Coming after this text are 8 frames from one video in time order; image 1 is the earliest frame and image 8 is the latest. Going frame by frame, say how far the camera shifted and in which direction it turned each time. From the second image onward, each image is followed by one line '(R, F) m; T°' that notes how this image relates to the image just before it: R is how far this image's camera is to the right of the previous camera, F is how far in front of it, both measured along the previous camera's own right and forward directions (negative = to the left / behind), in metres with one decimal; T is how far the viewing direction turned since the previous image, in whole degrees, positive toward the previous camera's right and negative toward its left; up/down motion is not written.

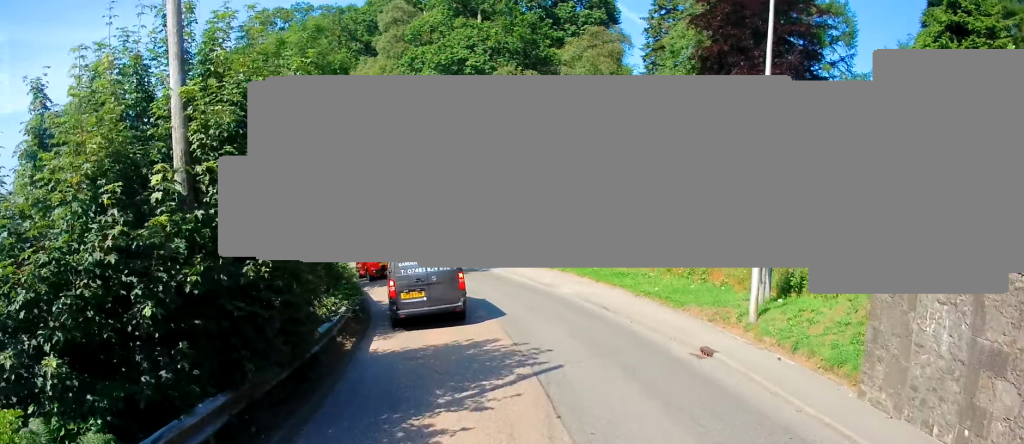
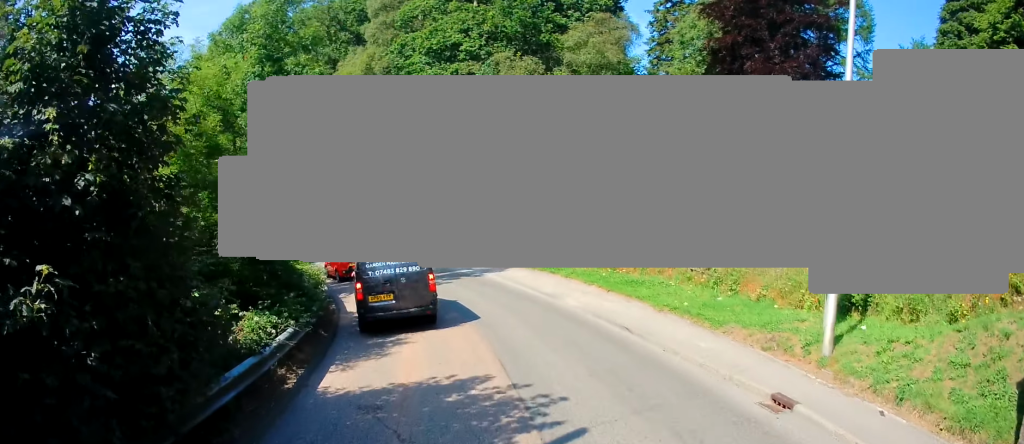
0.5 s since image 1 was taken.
(0.0, +3.3) m; 0°
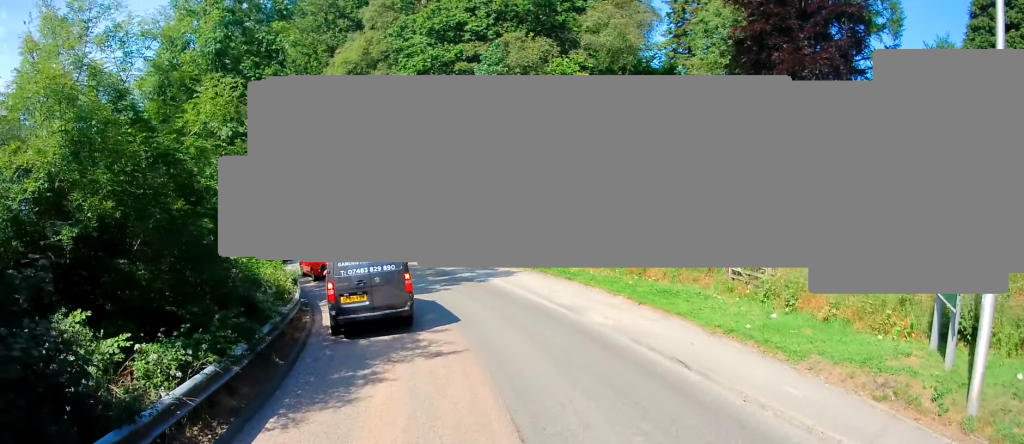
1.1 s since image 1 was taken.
(0.0, +3.3) m; 0°
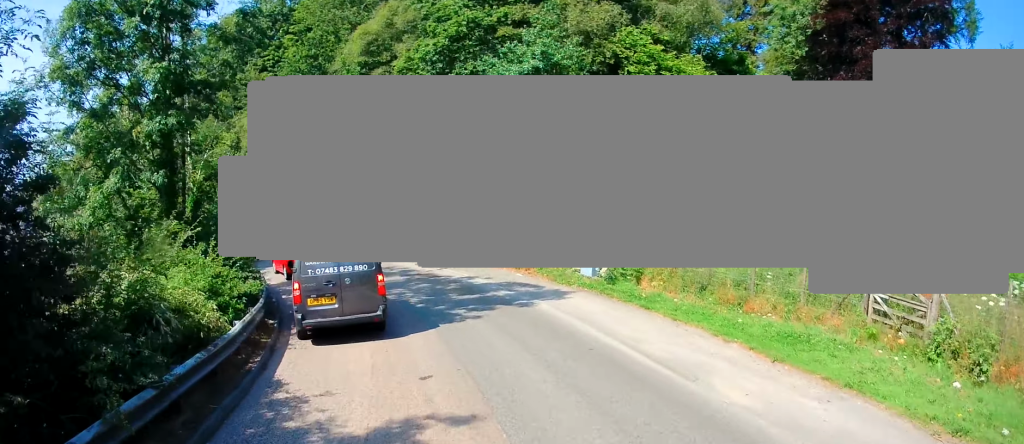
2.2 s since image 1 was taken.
(0.0, +5.9) m; -3°
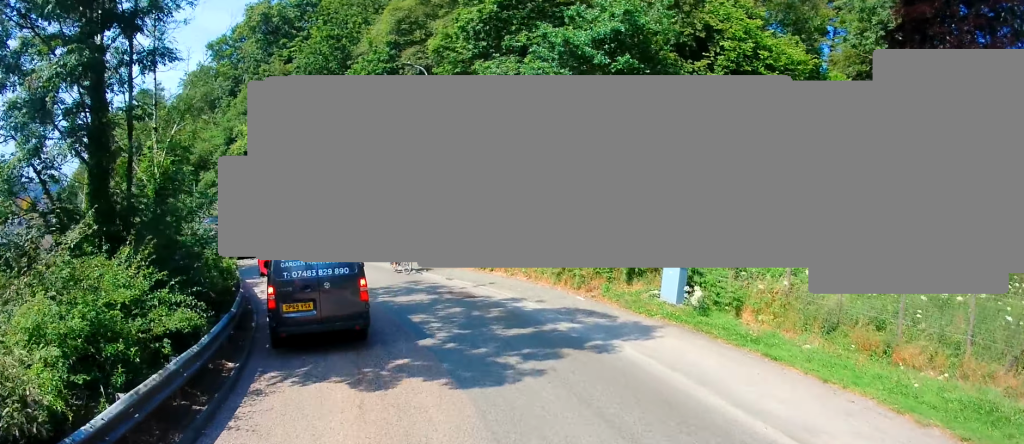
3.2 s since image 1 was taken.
(-0.2, +4.9) m; -4°
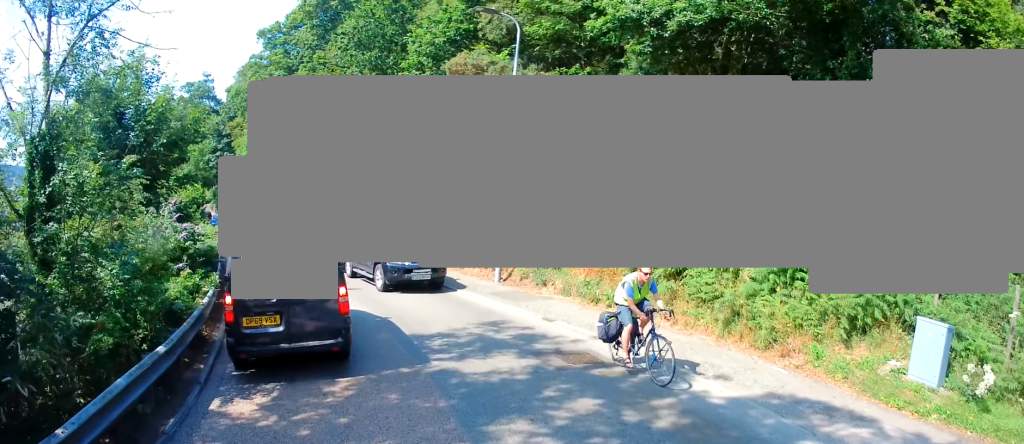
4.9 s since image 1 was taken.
(0.0, +7.6) m; -10°
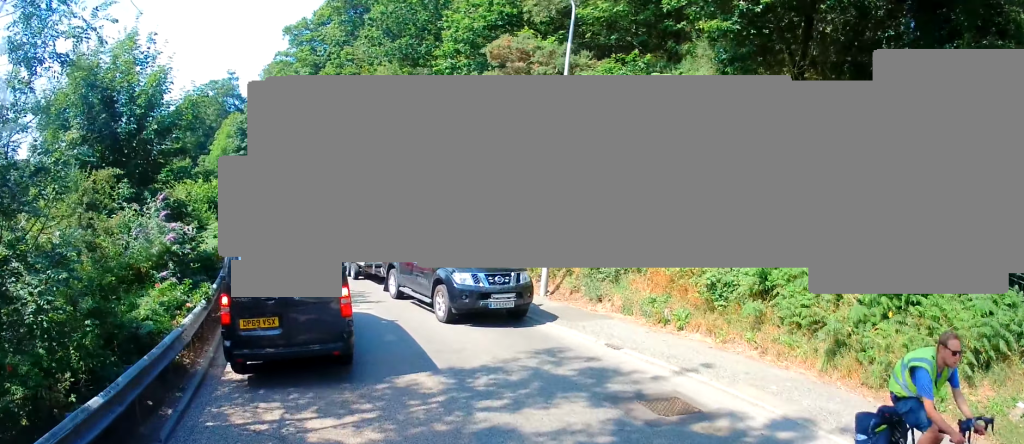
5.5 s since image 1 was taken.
(-0.6, +2.6) m; -10°
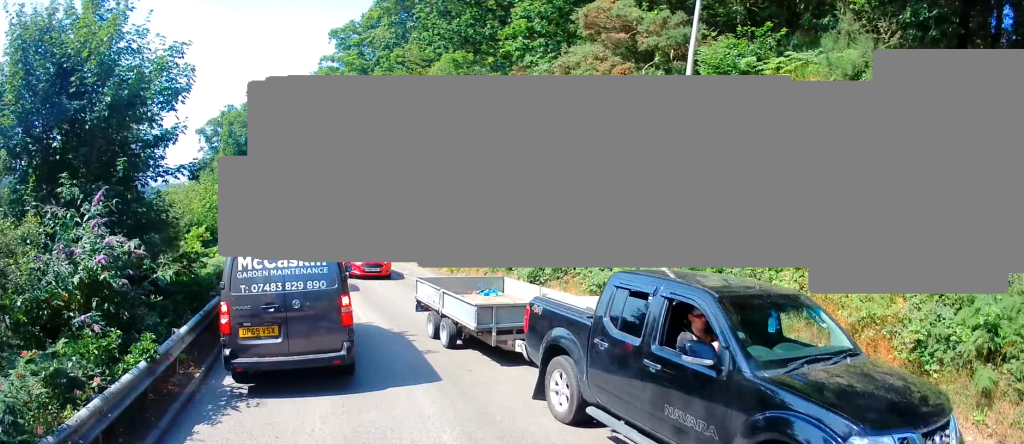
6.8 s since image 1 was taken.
(-0.4, +5.0) m; -4°
